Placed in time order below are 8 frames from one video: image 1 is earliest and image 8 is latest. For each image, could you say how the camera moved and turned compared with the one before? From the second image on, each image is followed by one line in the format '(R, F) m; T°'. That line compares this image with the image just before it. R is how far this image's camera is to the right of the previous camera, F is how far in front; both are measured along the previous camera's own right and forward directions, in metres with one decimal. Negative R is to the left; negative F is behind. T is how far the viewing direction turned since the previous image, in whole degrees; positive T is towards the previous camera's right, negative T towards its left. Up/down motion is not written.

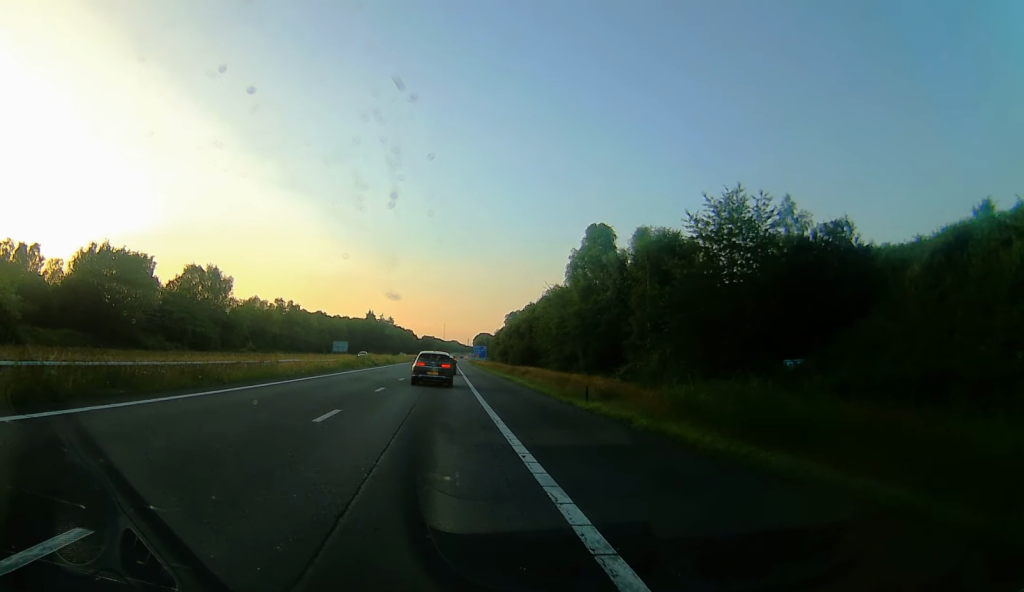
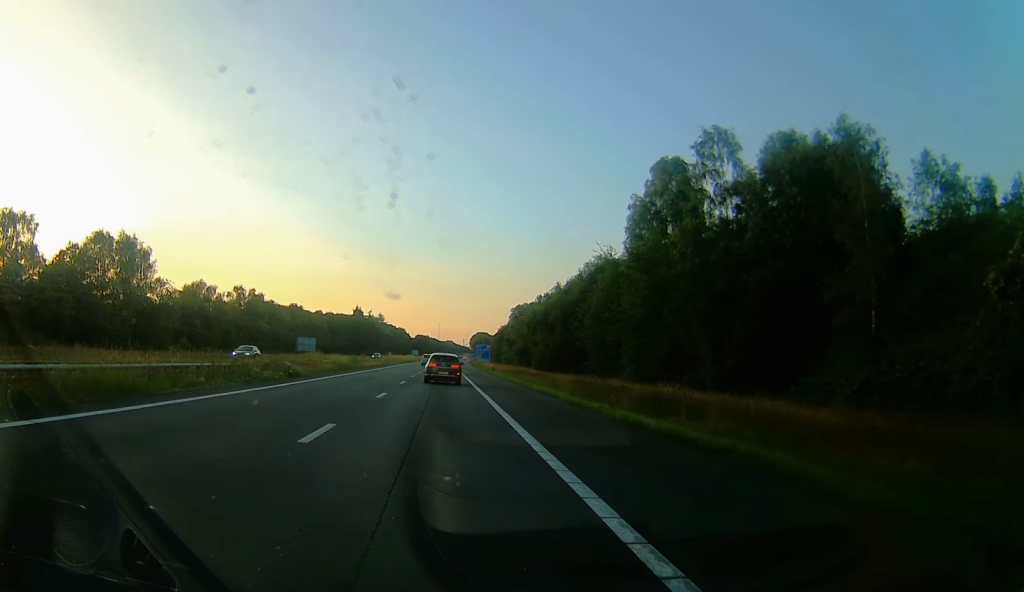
(+0.1, +39.8) m; 0°
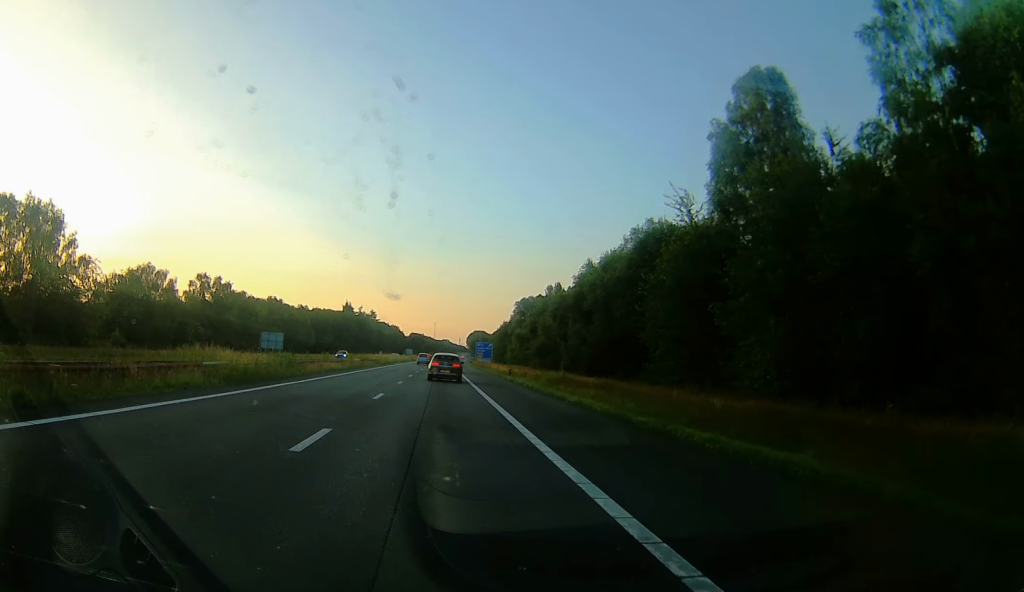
(+0.3, +25.3) m; +1°
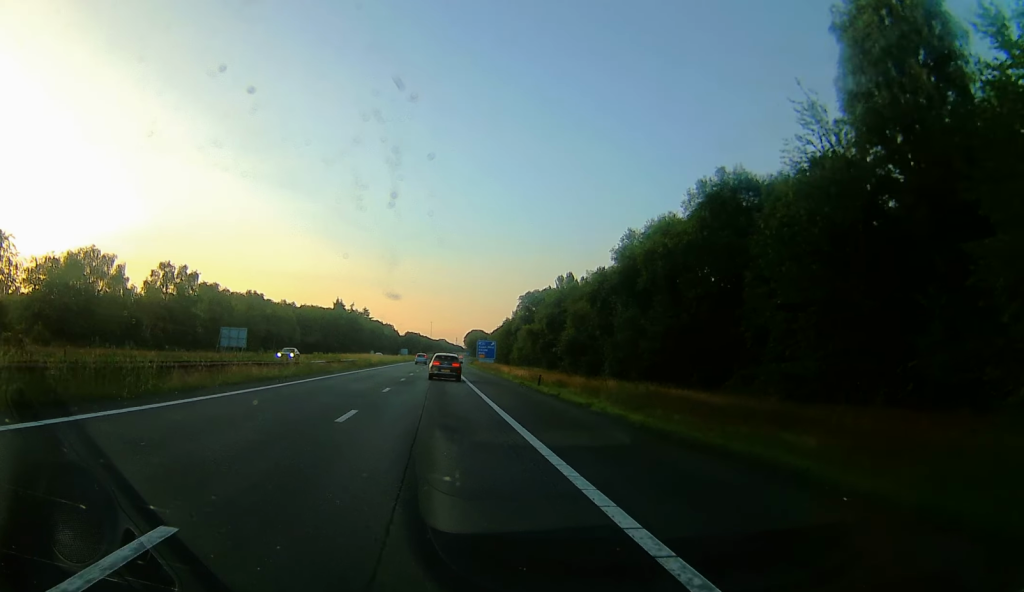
(+0.2, +19.6) m; 0°
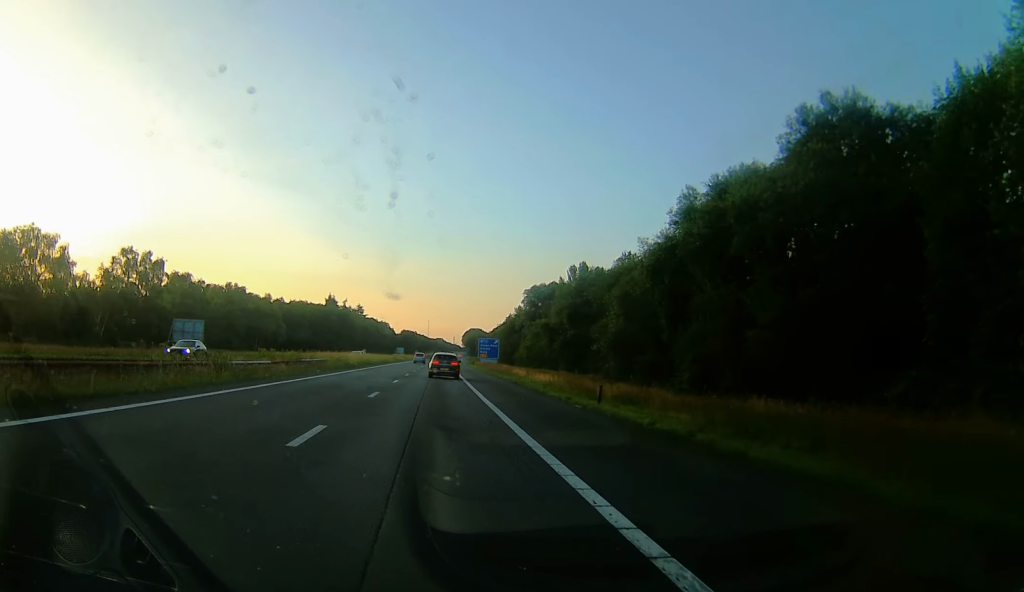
(+0.1, +16.3) m; -1°
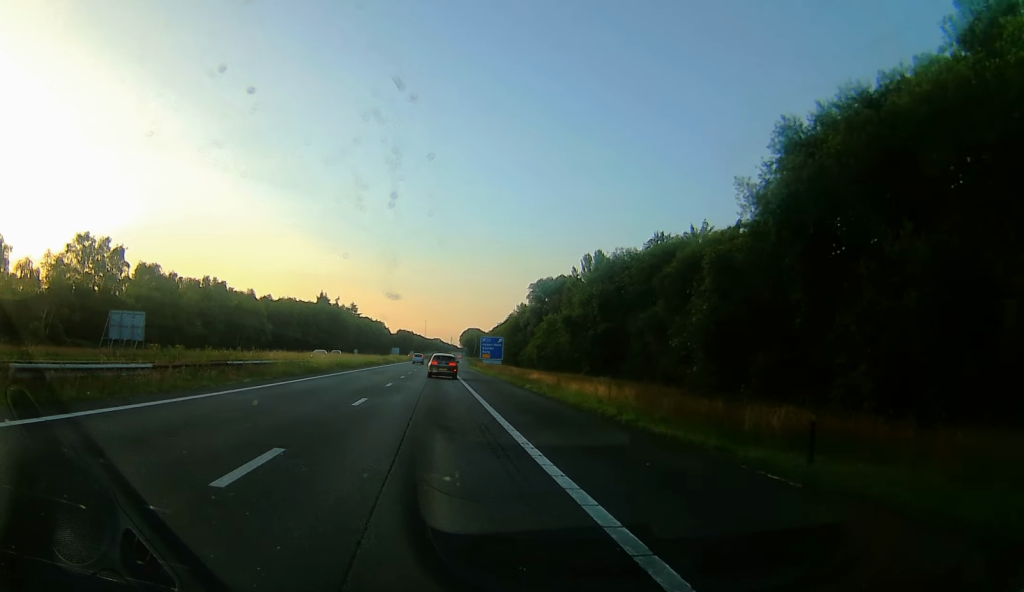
(-0.4, +15.4) m; 0°
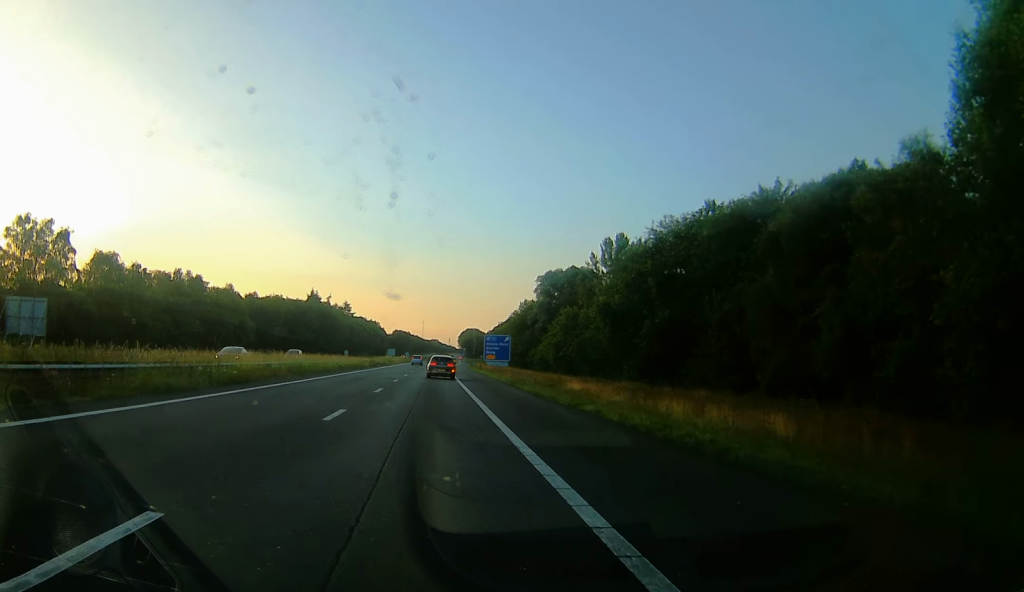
(-0.3, +16.5) m; 0°
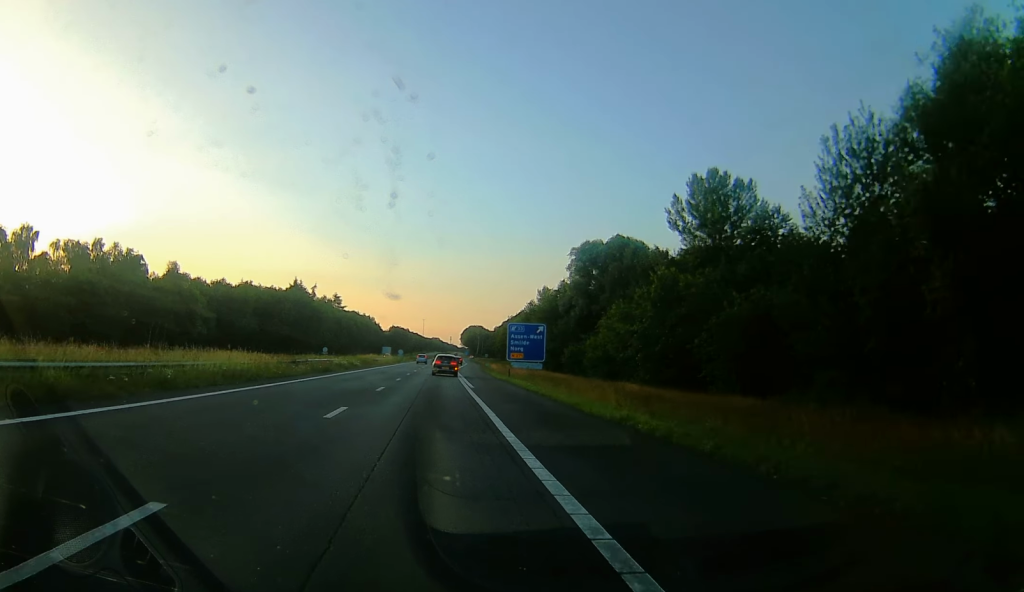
(+1.0, +36.5) m; +2°
